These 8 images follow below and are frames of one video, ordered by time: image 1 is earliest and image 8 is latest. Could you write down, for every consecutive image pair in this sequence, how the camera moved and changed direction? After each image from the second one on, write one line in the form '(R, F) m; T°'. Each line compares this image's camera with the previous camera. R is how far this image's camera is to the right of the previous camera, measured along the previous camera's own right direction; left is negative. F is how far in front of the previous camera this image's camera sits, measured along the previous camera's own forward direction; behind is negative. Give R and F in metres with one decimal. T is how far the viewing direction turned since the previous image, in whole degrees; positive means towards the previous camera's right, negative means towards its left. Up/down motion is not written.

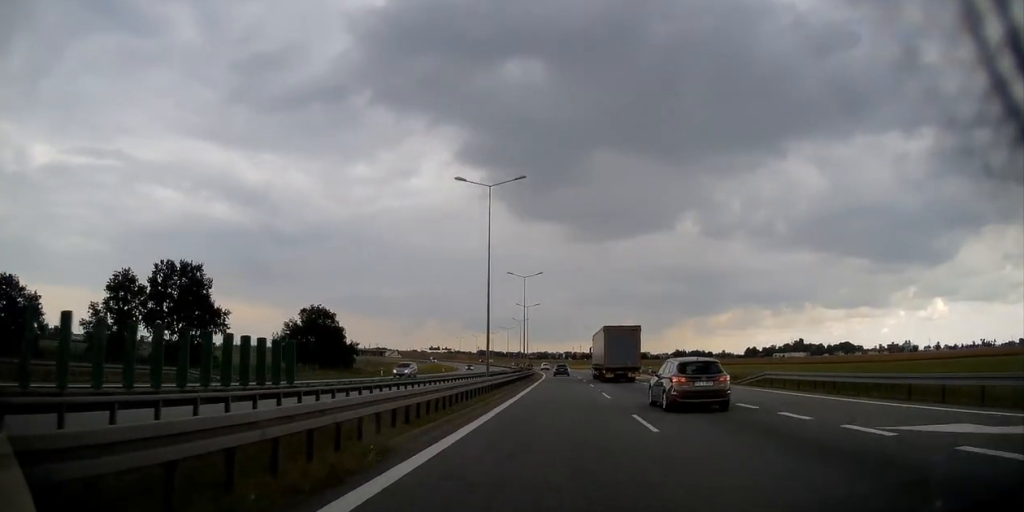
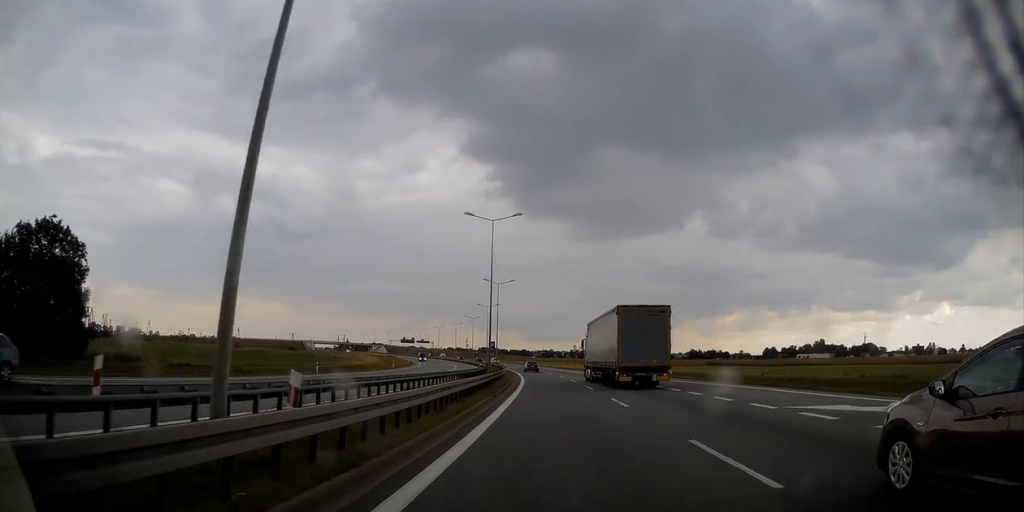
(-0.7, +65.4) m; -1°
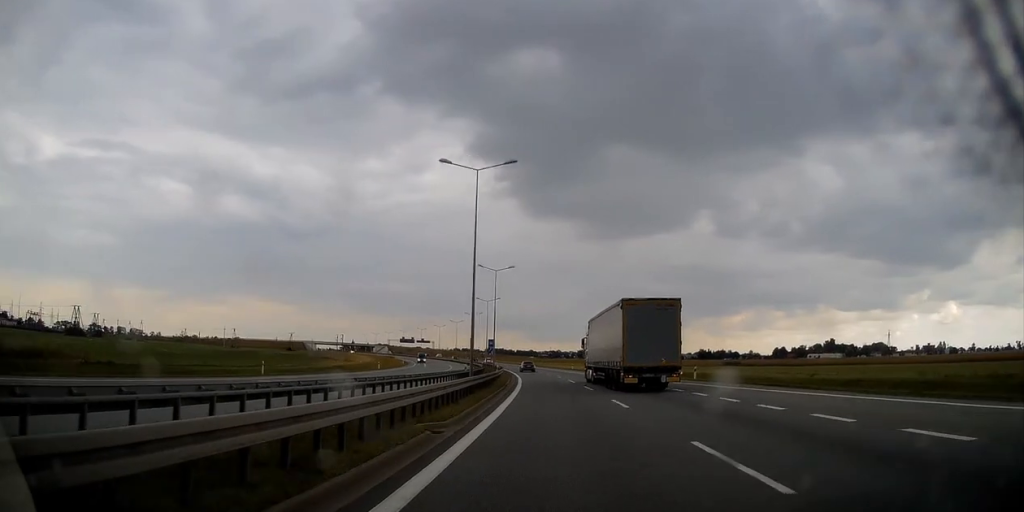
(+0.1, +12.3) m; 0°
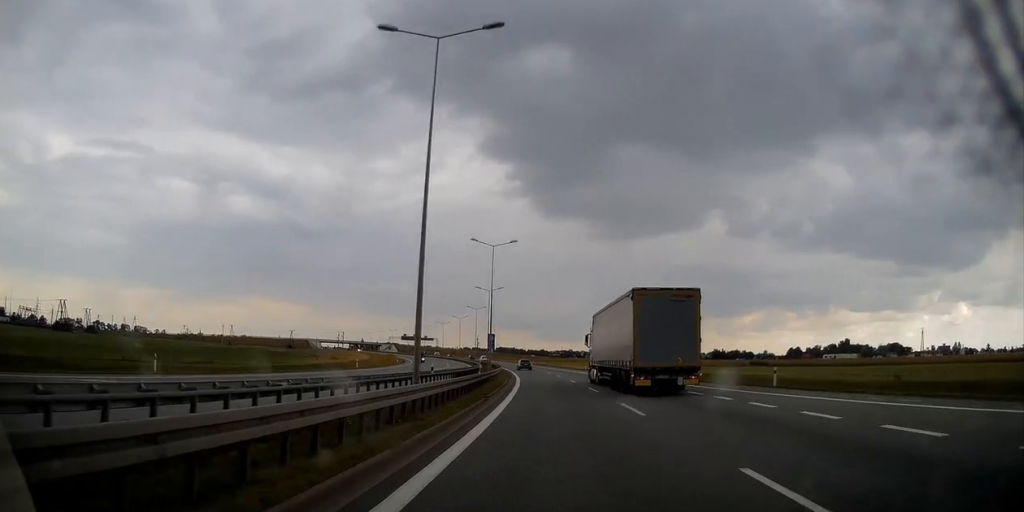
(+0.1, +14.3) m; 0°
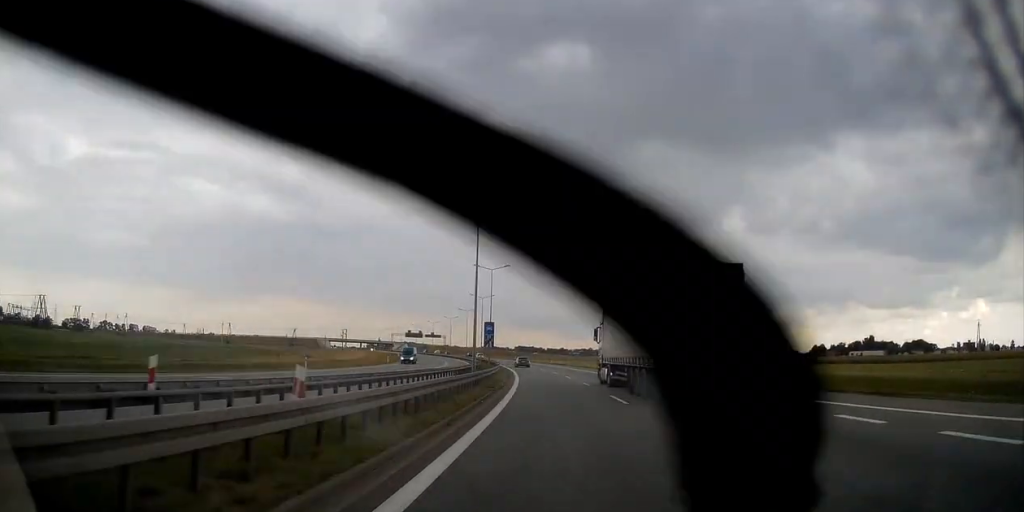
(-0.1, +20.8) m; -1°
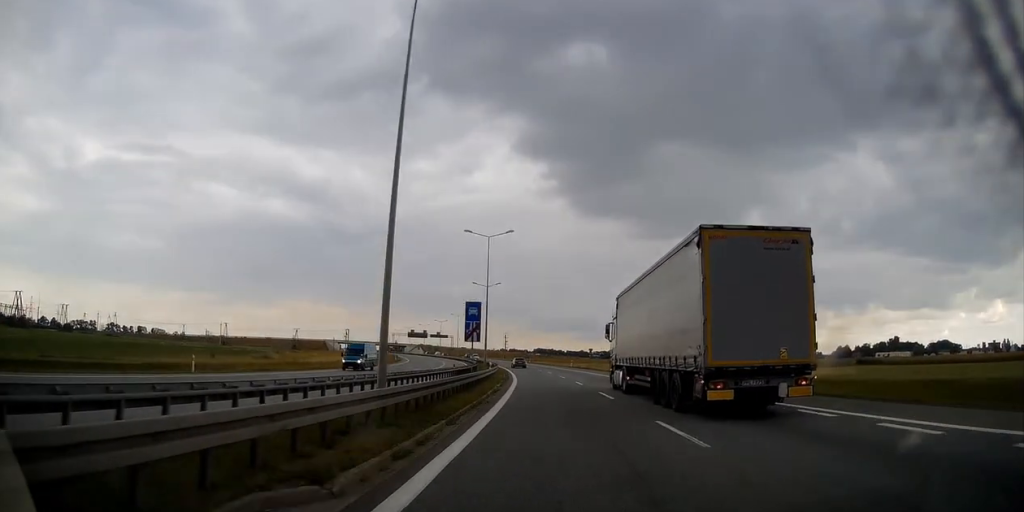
(-0.4, +21.0) m; -2°
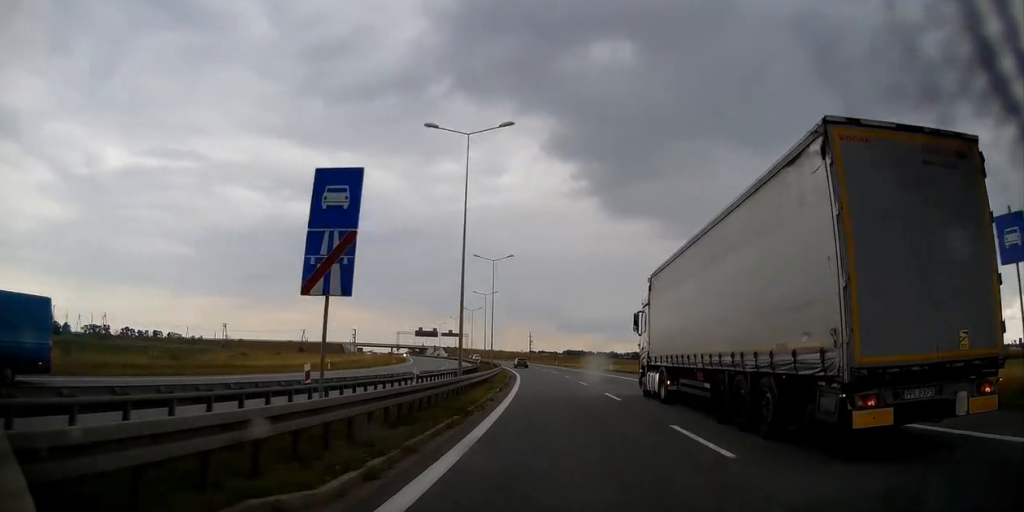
(-0.5, +25.4) m; -3°
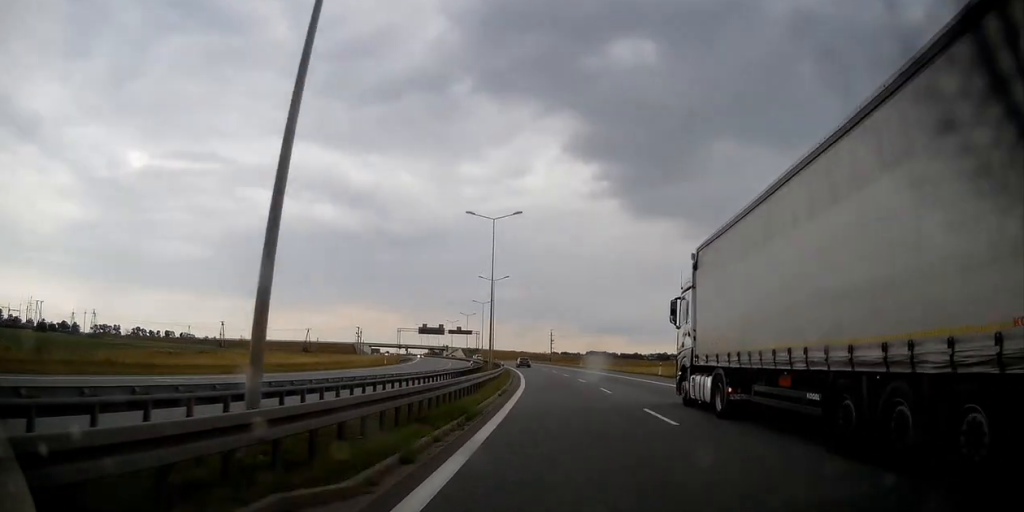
(-0.4, +20.1) m; -2°
